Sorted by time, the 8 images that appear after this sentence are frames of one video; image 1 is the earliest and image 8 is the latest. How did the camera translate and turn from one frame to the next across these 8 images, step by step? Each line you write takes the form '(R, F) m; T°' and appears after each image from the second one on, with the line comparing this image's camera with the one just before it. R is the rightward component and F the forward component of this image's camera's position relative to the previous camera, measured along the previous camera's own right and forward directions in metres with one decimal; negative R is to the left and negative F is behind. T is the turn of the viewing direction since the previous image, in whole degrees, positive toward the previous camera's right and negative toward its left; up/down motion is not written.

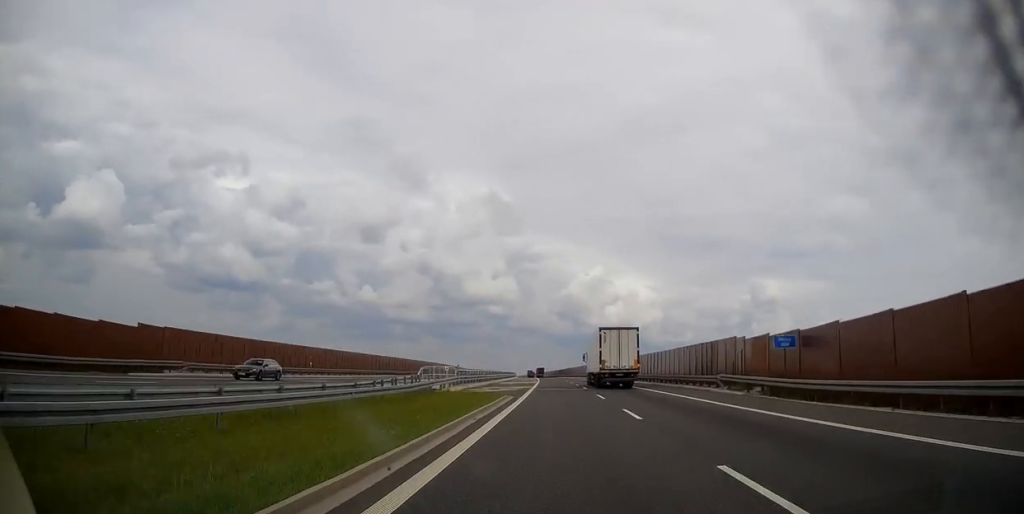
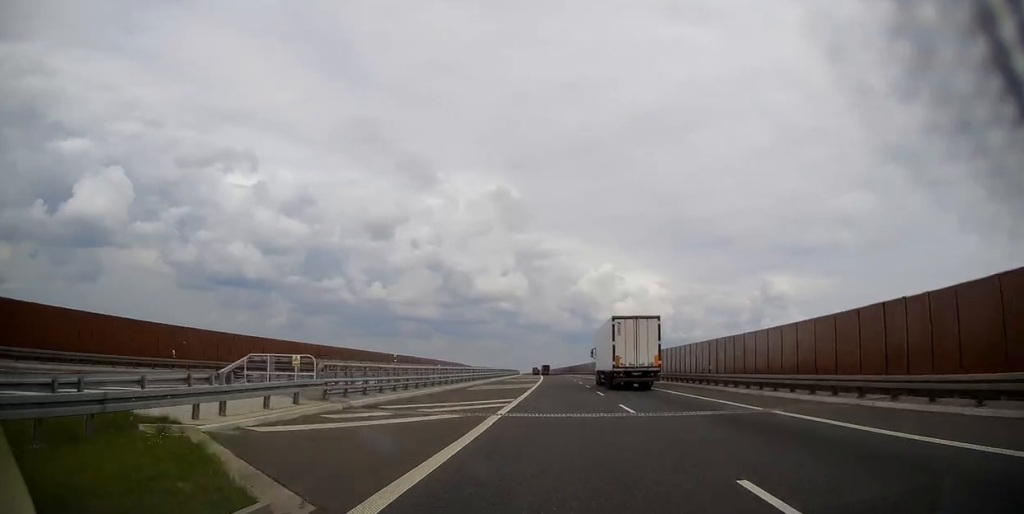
(0.0, +25.2) m; 0°
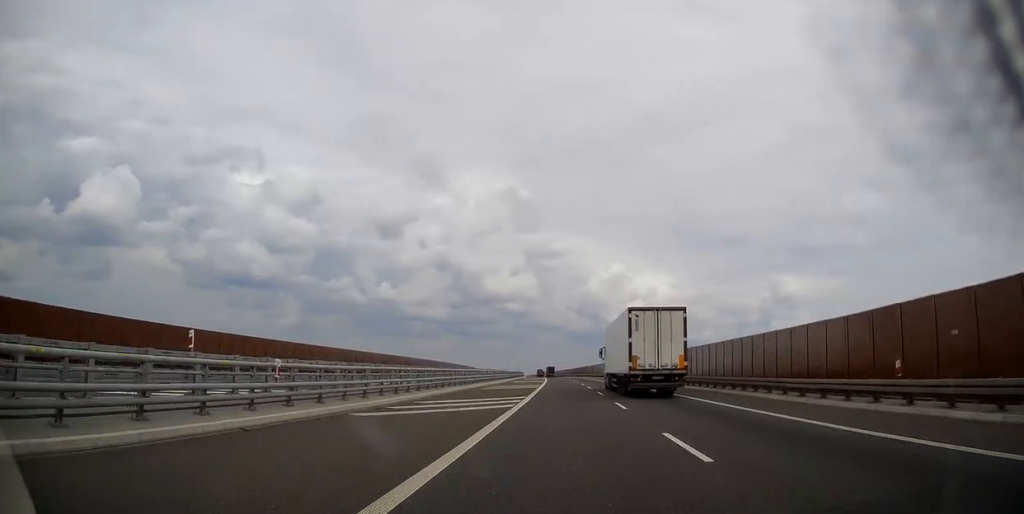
(0.0, +20.6) m; -1°
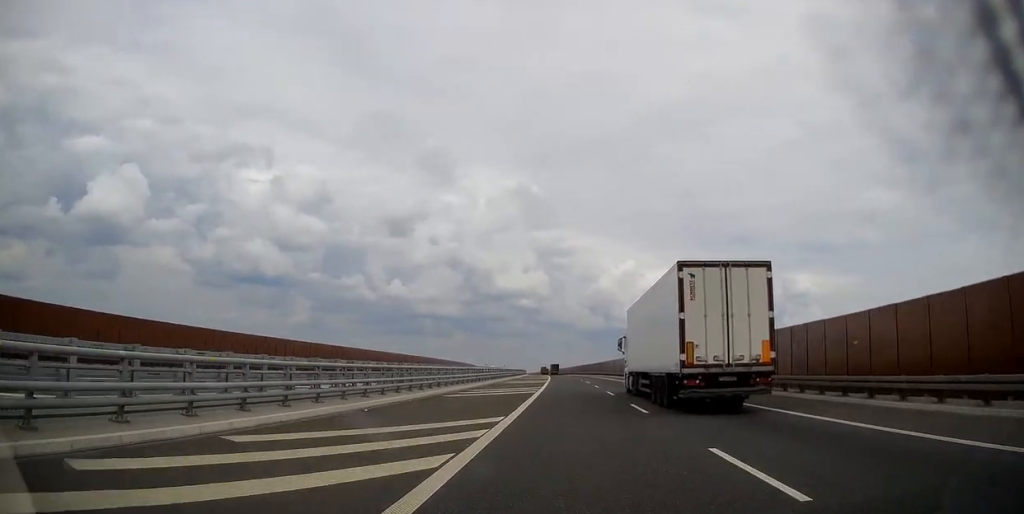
(-0.5, +39.0) m; -1°
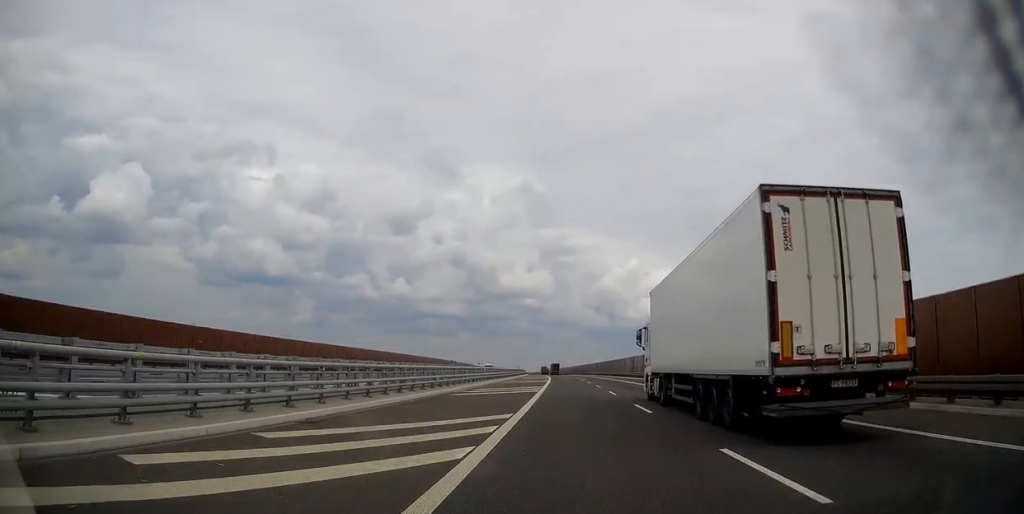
(-0.2, +24.2) m; -1°
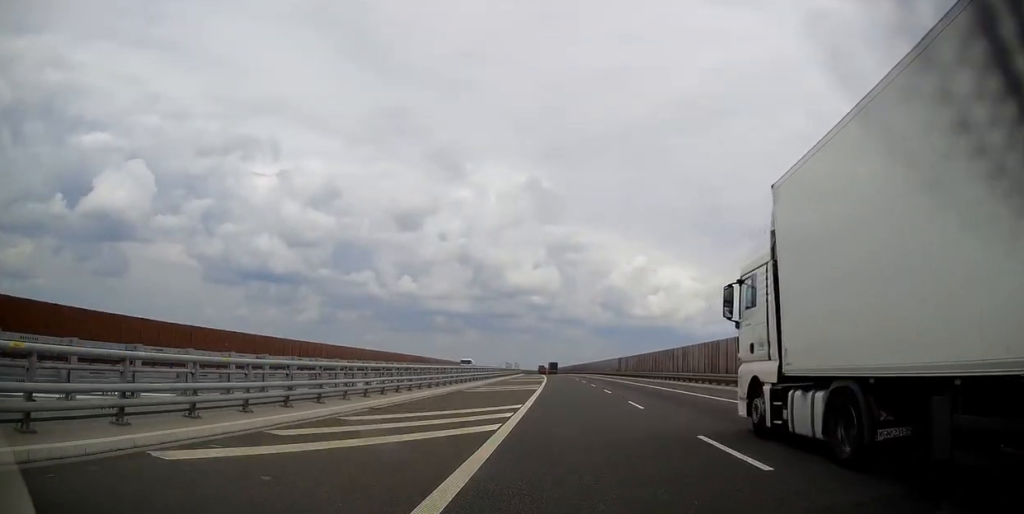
(-0.4, +46.3) m; -1°
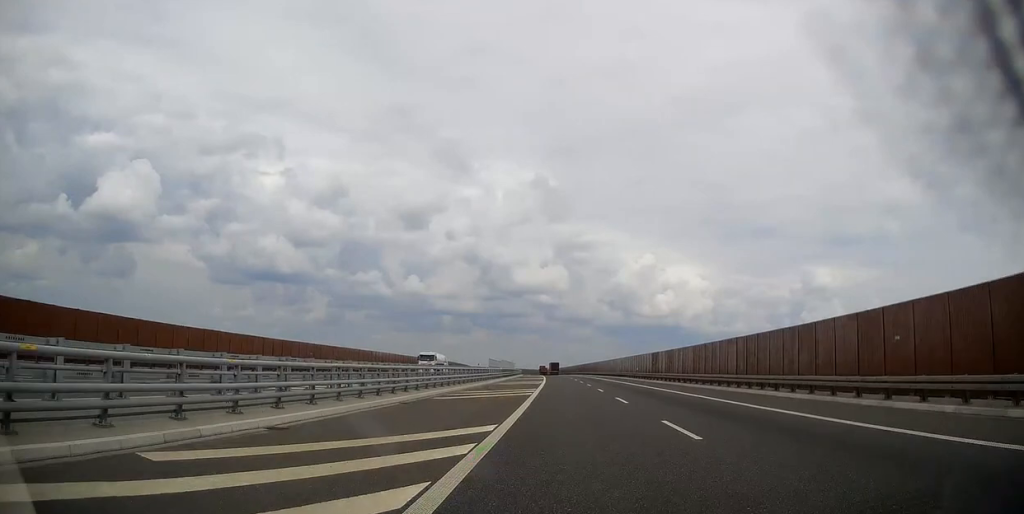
(-0.1, +32.5) m; 0°
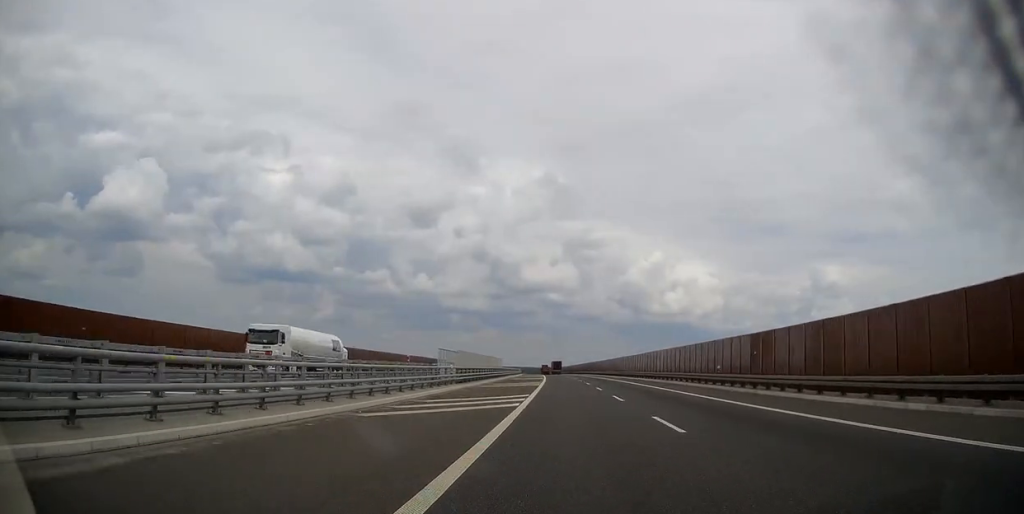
(-0.2, +34.8) m; -1°
